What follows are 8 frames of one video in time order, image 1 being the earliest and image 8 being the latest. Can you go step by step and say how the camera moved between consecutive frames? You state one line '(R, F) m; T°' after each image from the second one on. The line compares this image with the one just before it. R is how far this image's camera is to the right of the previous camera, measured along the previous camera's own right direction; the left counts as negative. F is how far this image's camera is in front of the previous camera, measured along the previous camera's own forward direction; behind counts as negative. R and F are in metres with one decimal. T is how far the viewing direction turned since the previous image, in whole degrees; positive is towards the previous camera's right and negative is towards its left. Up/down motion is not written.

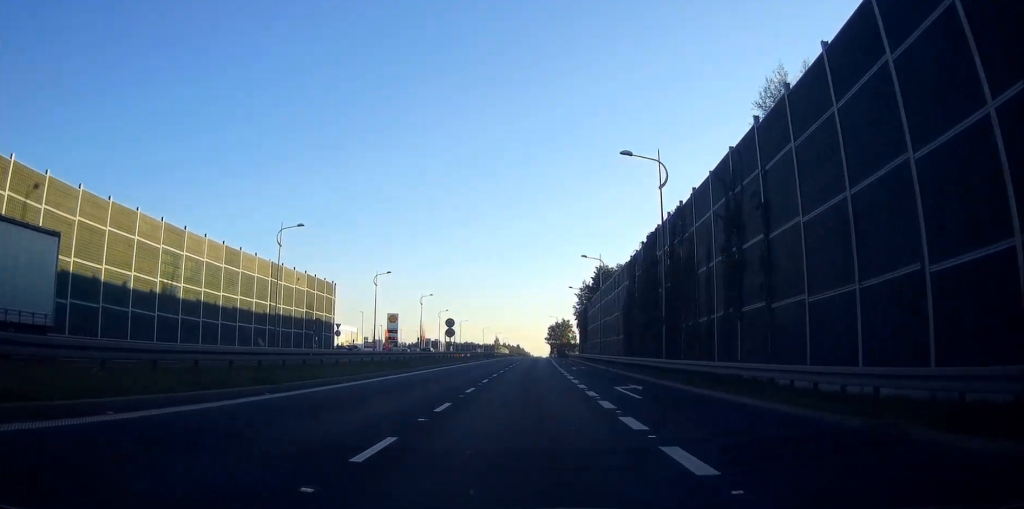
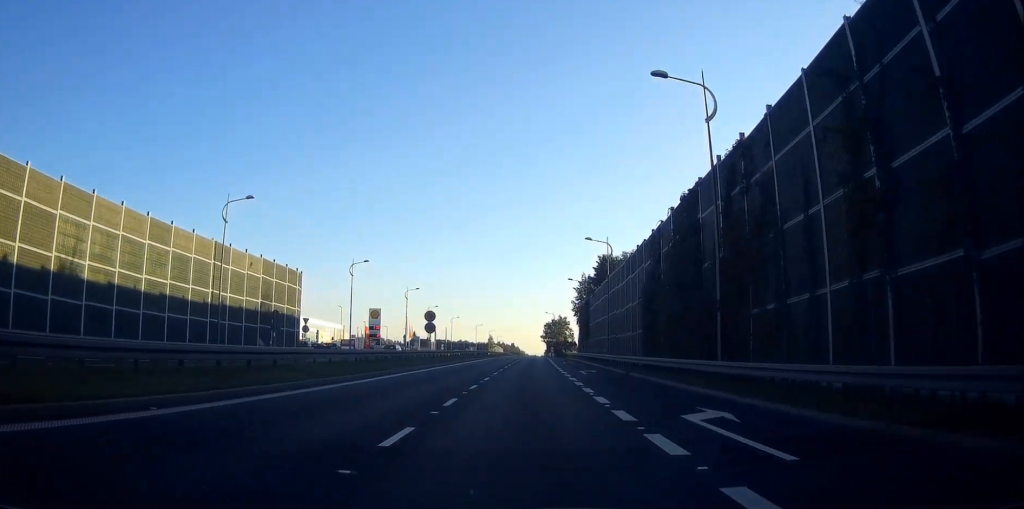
(0.0, +10.8) m; 0°
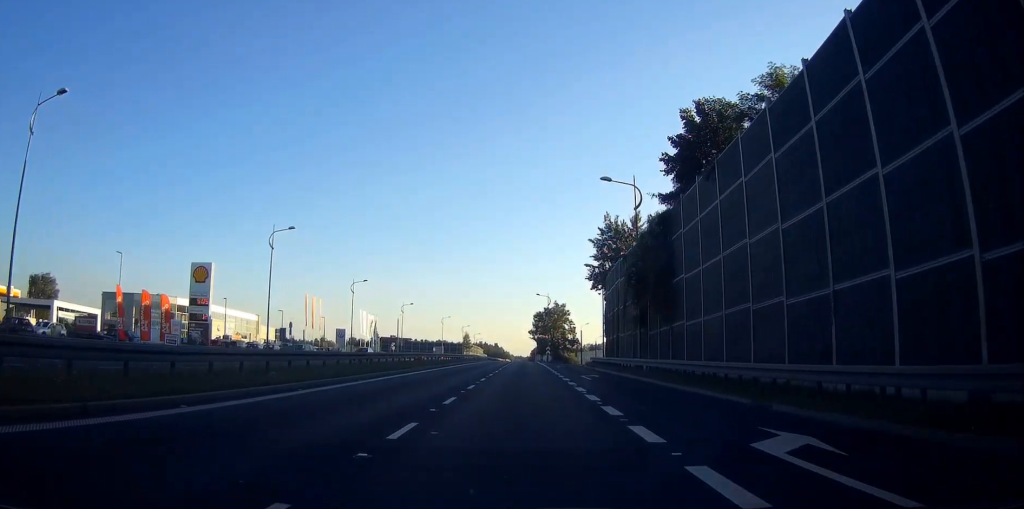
(+0.9, +59.3) m; +1°
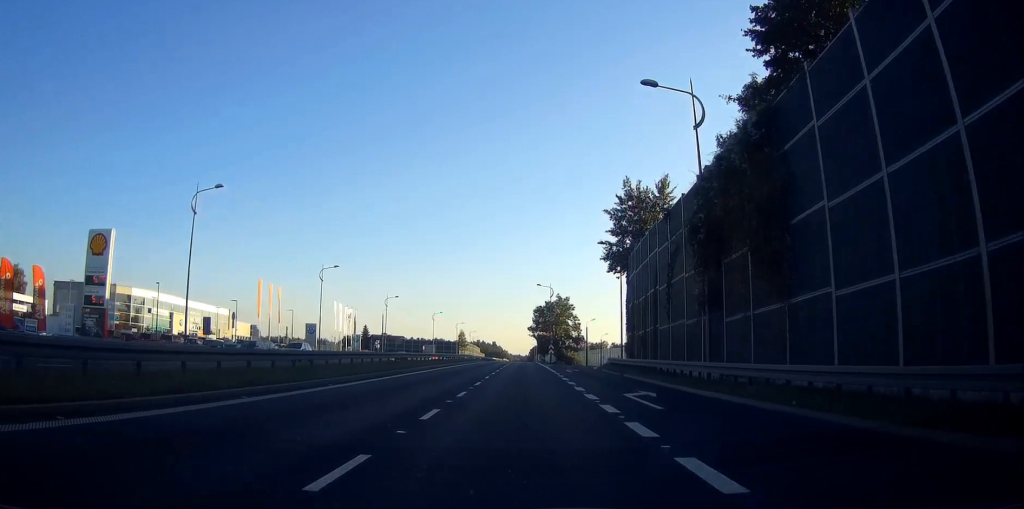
(0.0, +15.6) m; 0°
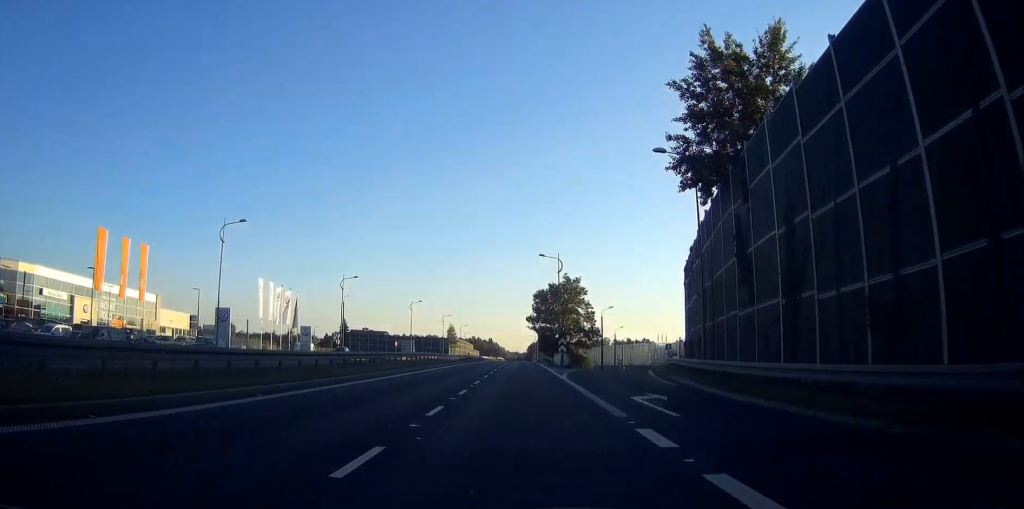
(0.0, +29.5) m; 0°
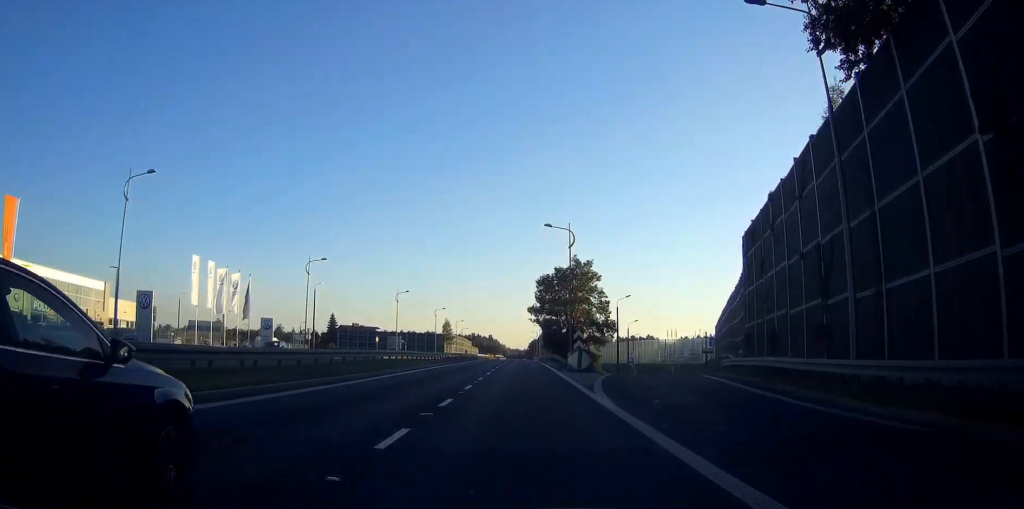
(0.0, +16.4) m; 0°
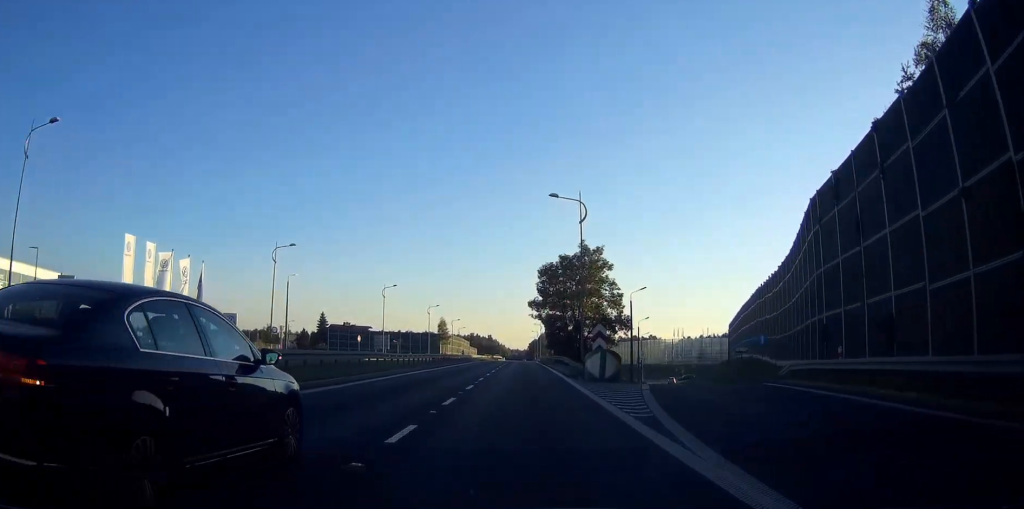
(0.0, +11.5) m; 0°
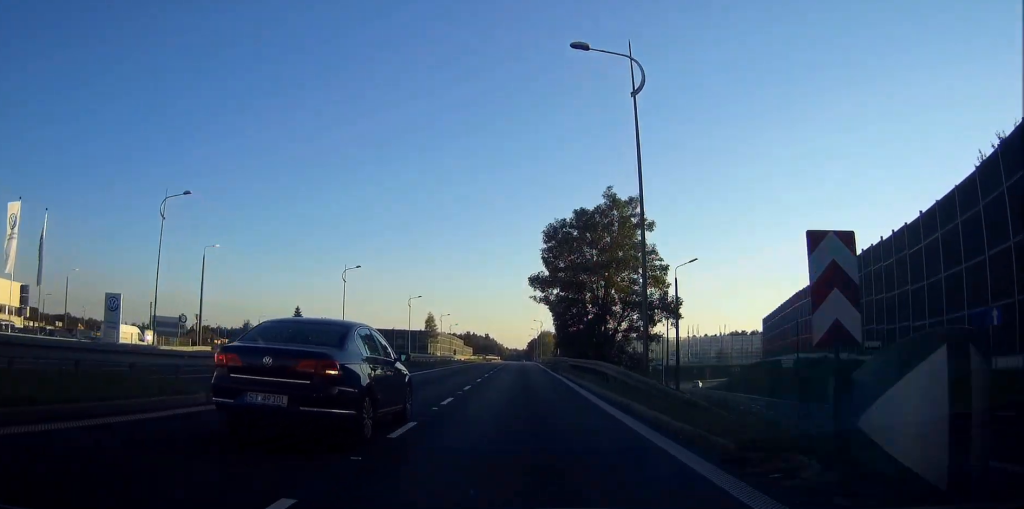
(0.0, +23.8) m; 0°
